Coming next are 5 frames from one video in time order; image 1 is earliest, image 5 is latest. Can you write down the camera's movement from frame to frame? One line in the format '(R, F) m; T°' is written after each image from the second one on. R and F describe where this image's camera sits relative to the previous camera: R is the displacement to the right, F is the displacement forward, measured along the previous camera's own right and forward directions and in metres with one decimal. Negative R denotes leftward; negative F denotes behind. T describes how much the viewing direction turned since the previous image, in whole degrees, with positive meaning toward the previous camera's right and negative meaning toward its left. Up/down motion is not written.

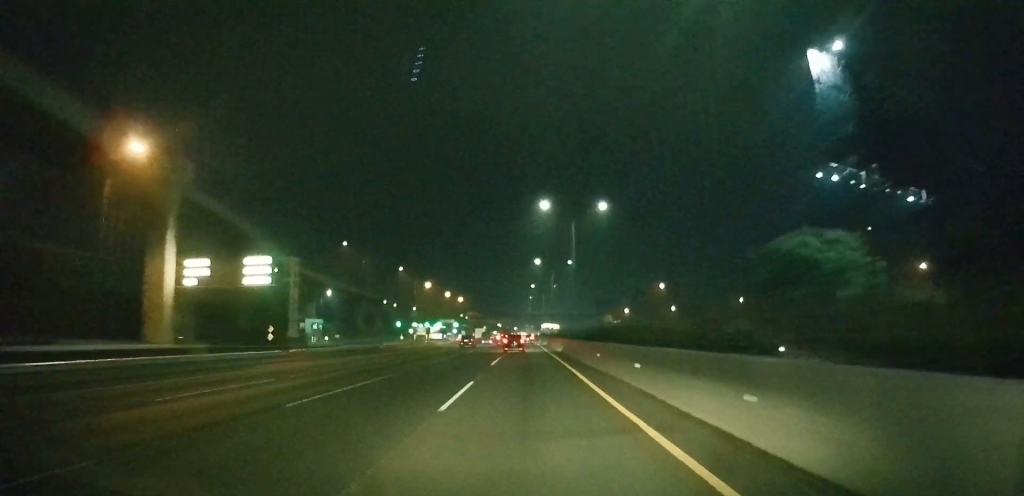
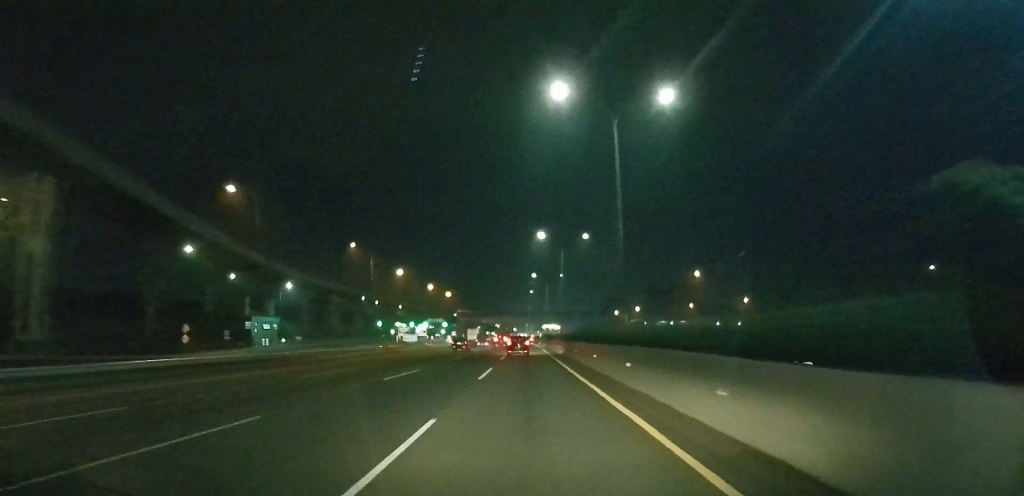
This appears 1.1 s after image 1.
(-0.1, +30.9) m; 0°
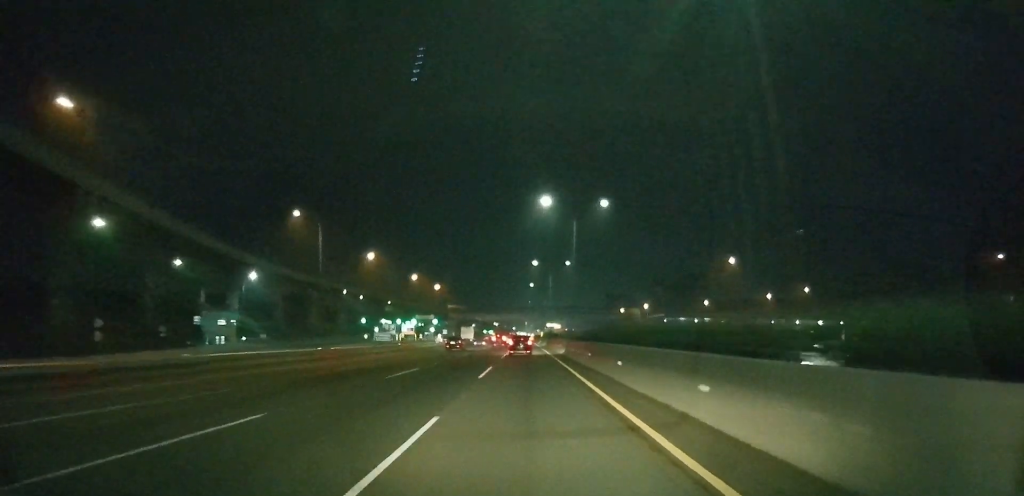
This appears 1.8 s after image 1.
(-0.1, +19.8) m; 0°
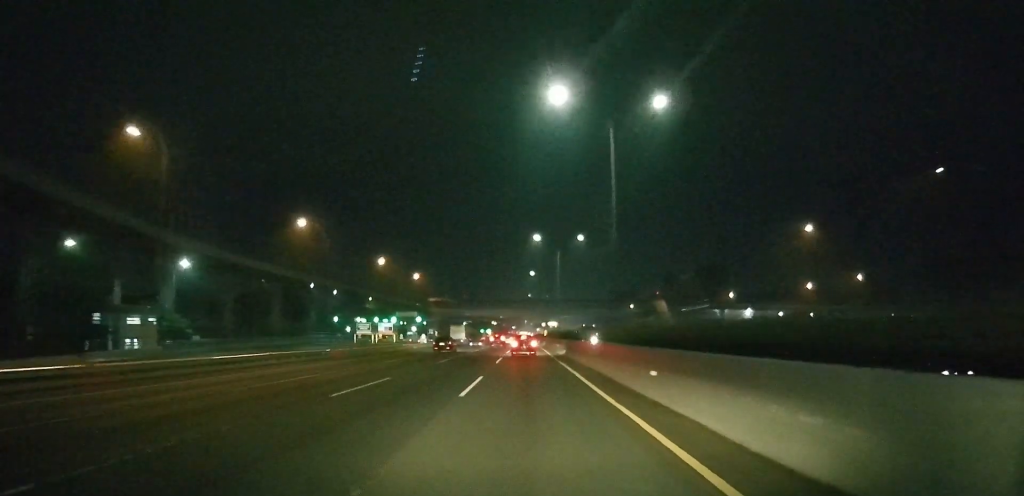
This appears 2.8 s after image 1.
(+0.1, +28.6) m; 0°
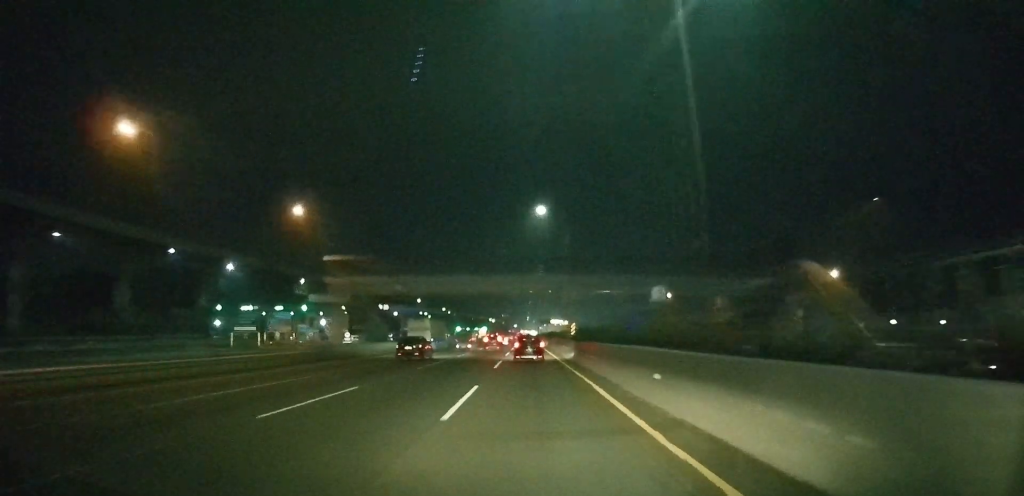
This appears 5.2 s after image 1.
(+0.6, +71.2) m; 0°
